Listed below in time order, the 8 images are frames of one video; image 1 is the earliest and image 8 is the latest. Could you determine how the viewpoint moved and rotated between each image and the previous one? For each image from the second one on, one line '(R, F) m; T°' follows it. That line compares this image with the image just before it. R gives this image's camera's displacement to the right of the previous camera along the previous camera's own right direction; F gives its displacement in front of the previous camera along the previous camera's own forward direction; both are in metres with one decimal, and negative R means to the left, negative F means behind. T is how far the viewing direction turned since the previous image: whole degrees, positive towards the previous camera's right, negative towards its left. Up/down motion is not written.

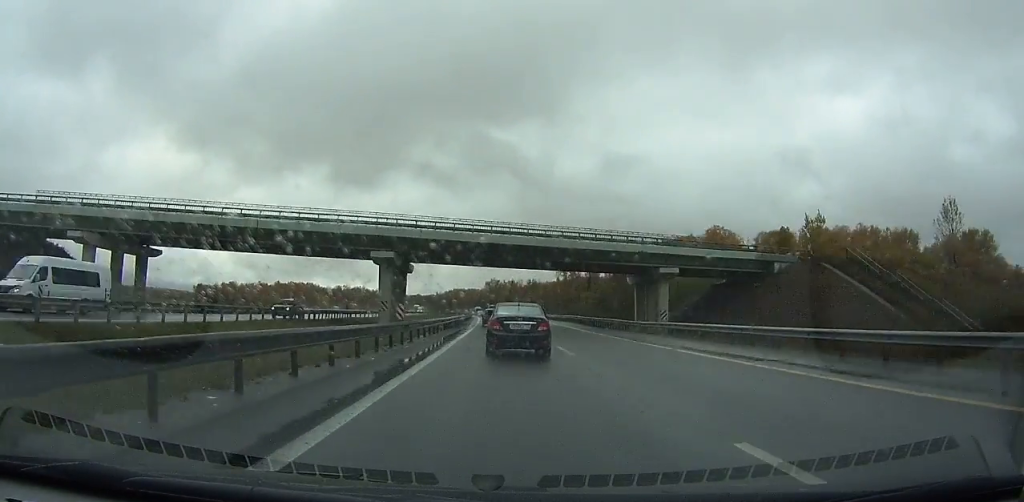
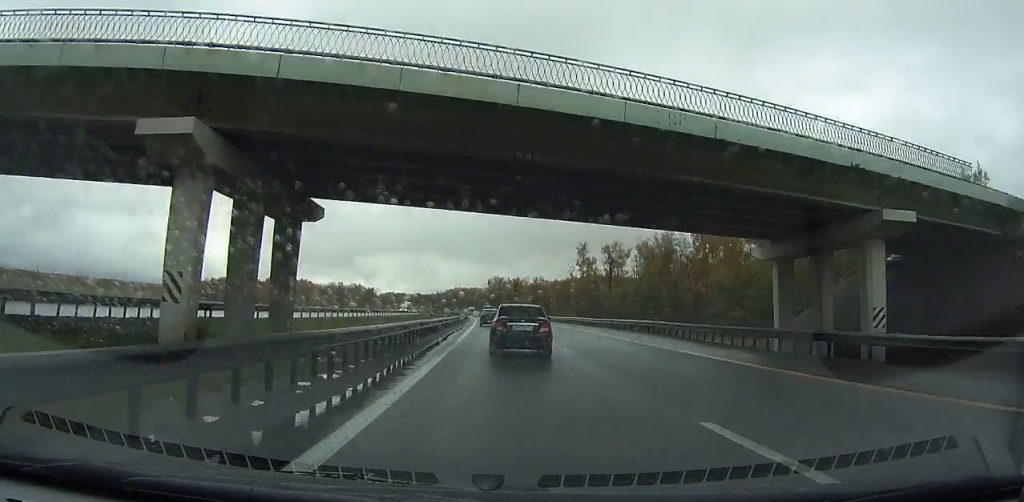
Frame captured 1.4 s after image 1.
(0.0, +31.4) m; 0°
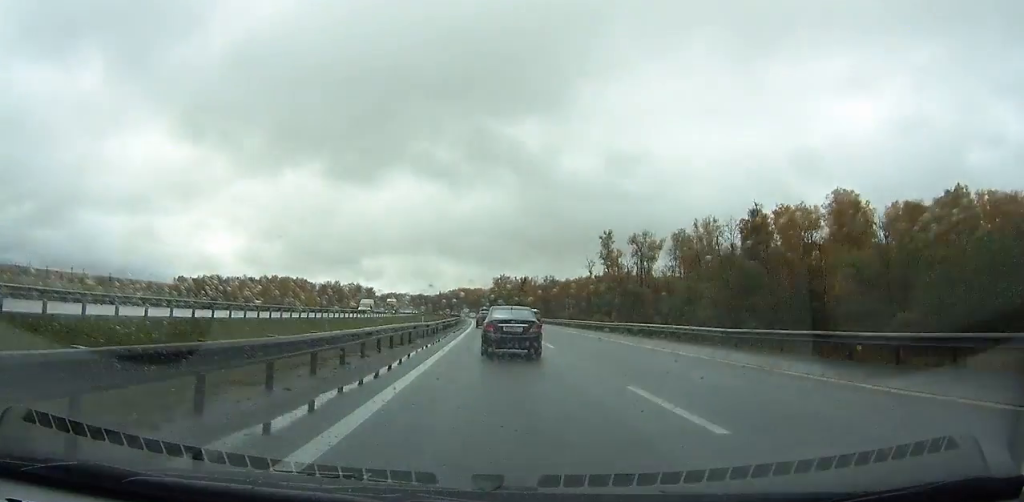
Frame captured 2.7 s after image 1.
(-0.1, +29.1) m; 0°
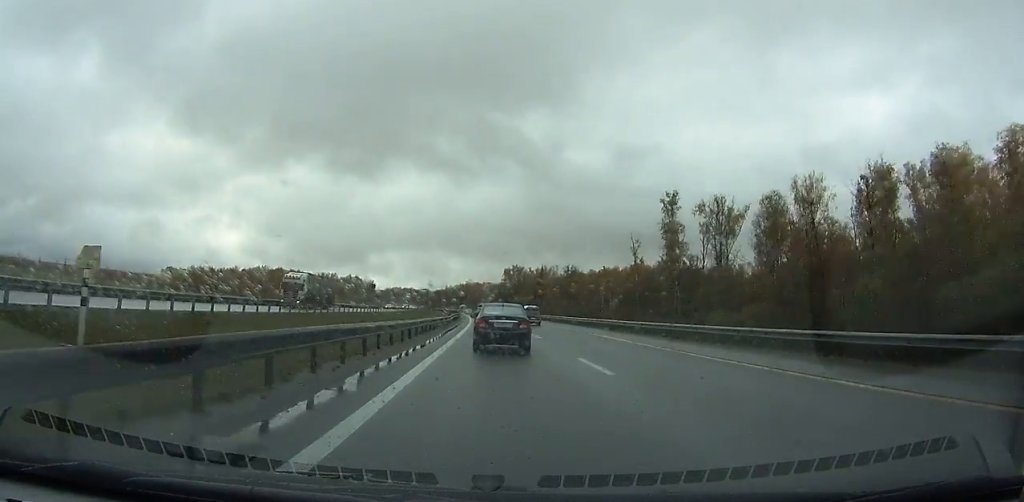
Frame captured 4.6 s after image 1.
(-0.2, +42.5) m; -1°
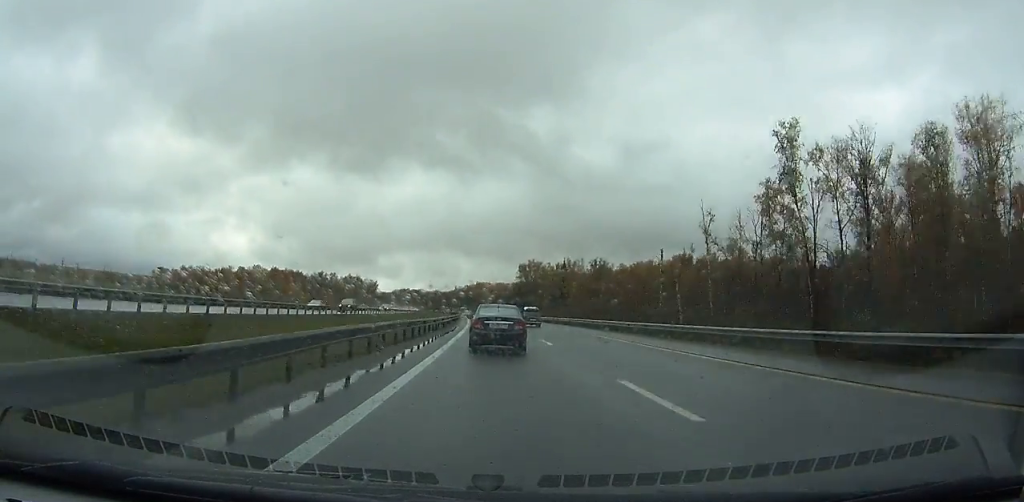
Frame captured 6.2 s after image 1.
(-0.1, +35.9) m; -1°
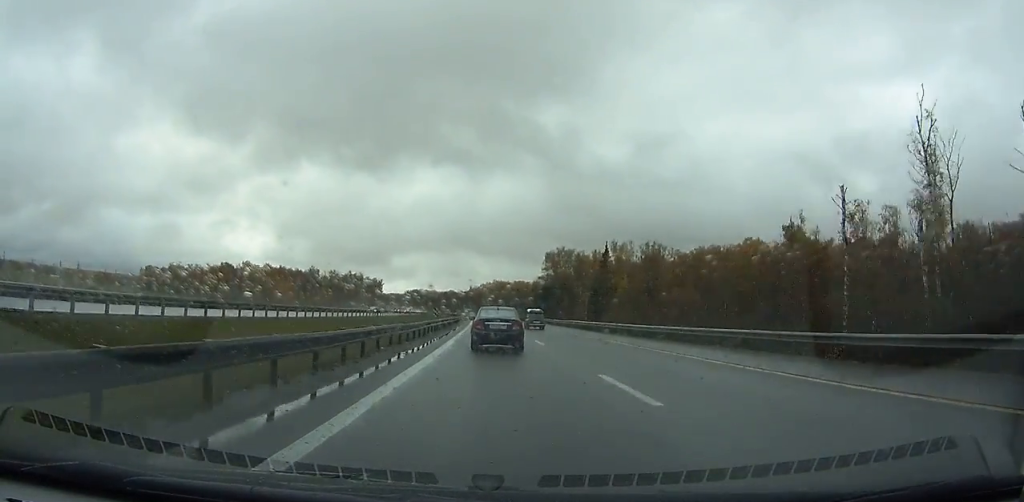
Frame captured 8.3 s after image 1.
(-0.7, +47.4) m; -1°
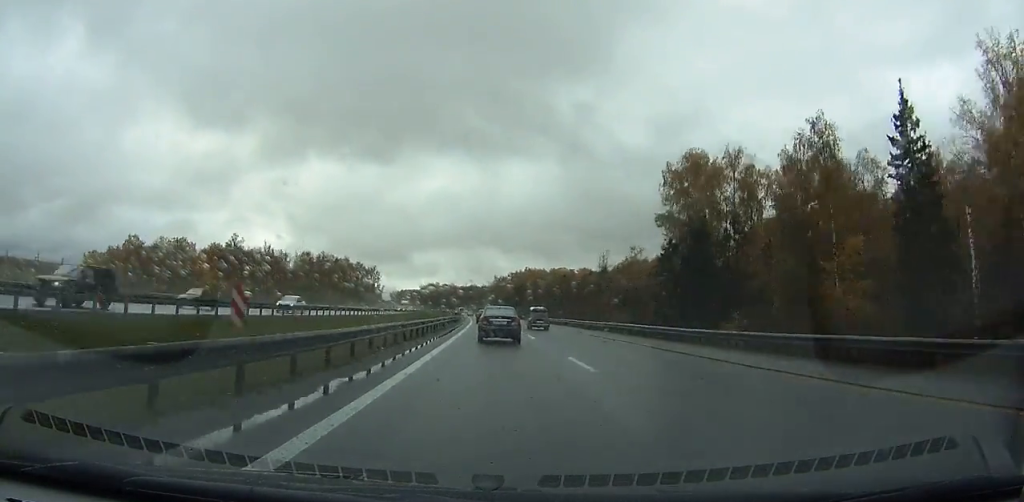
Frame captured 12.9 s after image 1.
(-2.8, +106.0) m; -3°
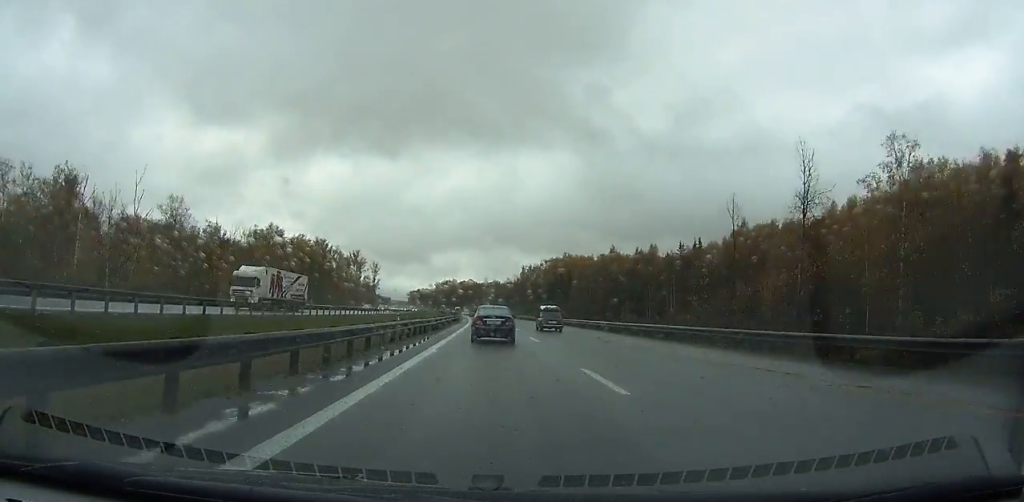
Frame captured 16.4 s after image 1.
(-1.6, +83.1) m; -2°
